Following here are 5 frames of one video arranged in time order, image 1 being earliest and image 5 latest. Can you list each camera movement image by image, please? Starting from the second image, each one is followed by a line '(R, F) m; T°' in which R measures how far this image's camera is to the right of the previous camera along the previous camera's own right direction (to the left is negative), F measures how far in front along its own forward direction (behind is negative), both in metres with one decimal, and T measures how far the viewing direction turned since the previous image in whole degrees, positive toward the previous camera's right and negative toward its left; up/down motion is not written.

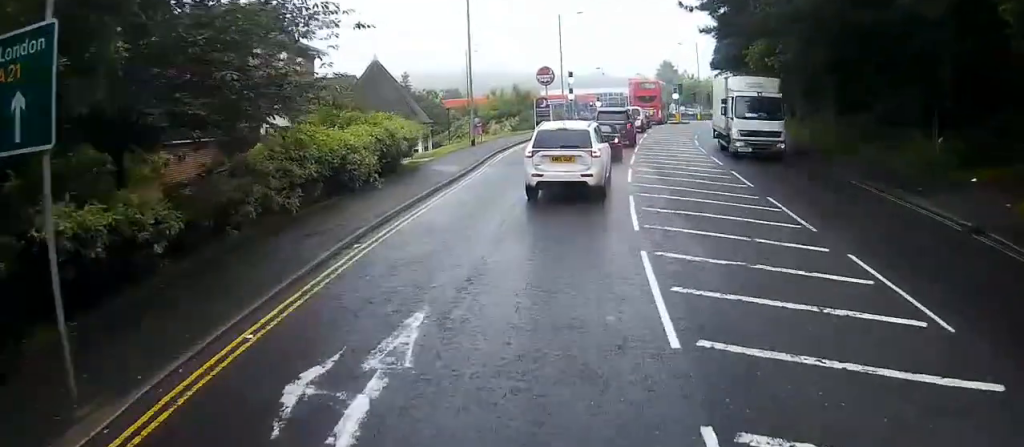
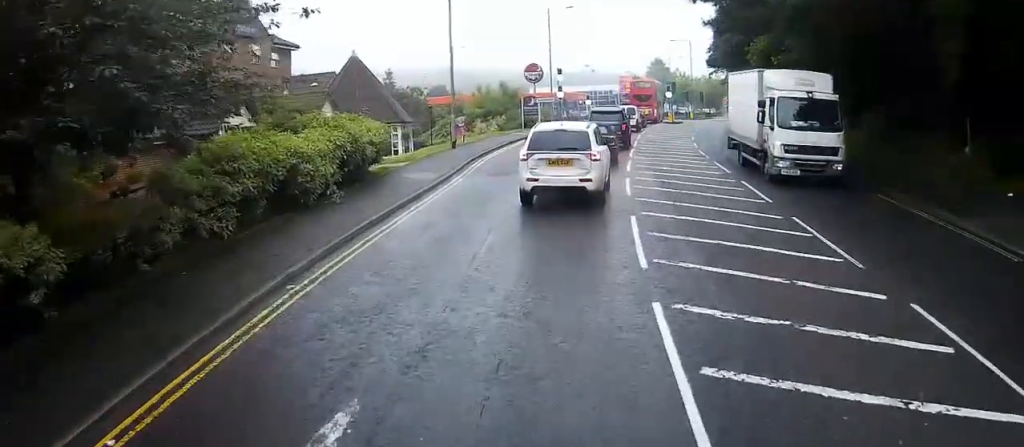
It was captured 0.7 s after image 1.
(0.0, +3.4) m; 0°
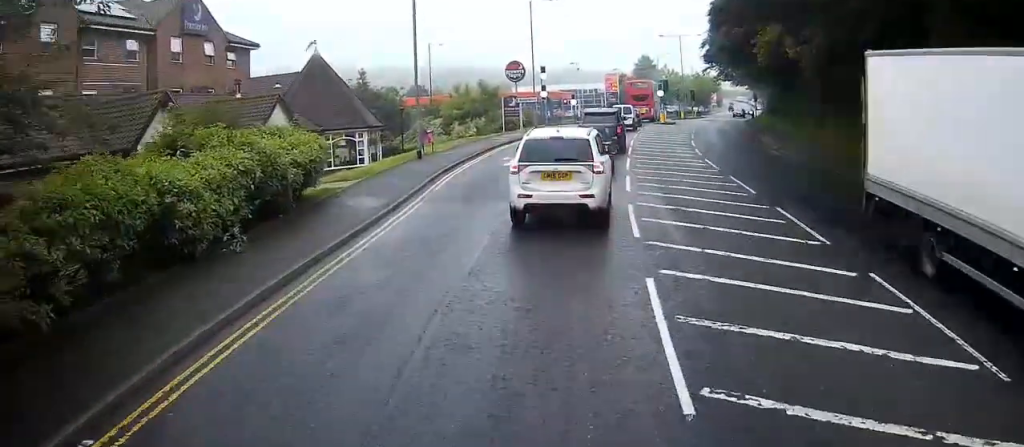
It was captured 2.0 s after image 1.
(+0.1, +6.5) m; +5°
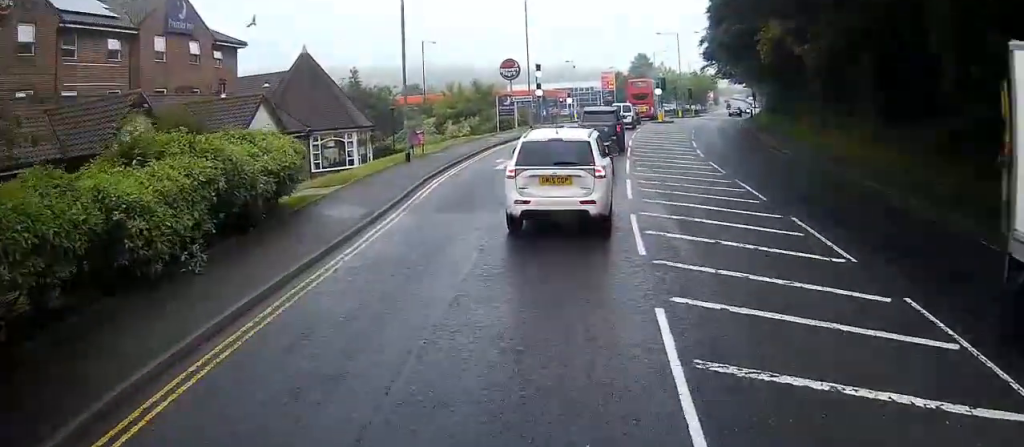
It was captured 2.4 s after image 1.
(0.0, +1.8) m; +2°
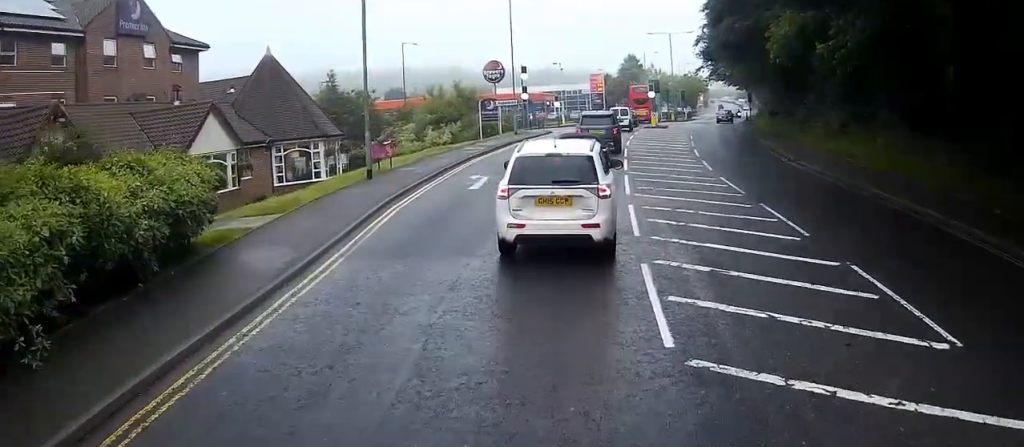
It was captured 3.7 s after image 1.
(+0.4, +4.4) m; +5°
